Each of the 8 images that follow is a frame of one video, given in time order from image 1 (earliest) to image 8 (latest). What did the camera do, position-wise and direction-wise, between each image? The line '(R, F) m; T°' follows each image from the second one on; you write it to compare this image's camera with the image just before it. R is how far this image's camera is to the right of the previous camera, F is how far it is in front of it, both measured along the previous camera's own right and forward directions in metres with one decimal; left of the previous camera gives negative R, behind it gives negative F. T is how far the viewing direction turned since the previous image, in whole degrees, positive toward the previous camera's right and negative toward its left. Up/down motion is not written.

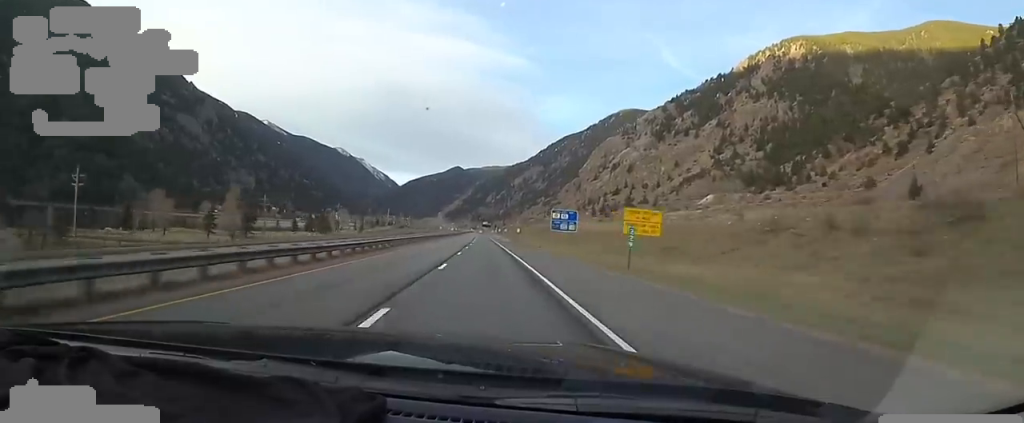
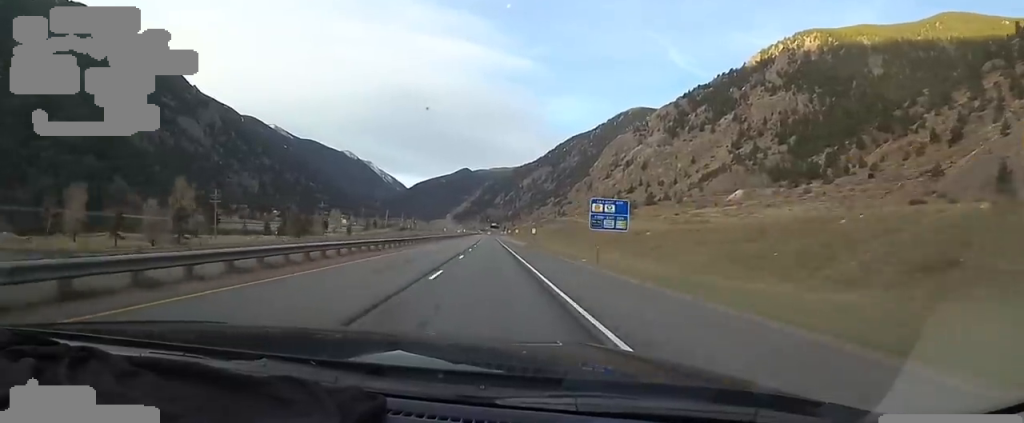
(-0.6, +27.2) m; -2°
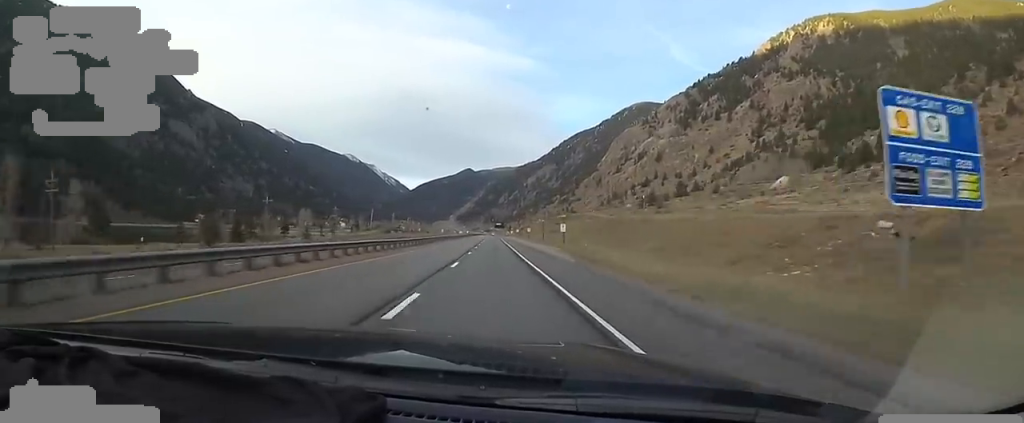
(-0.2, +42.6) m; +1°
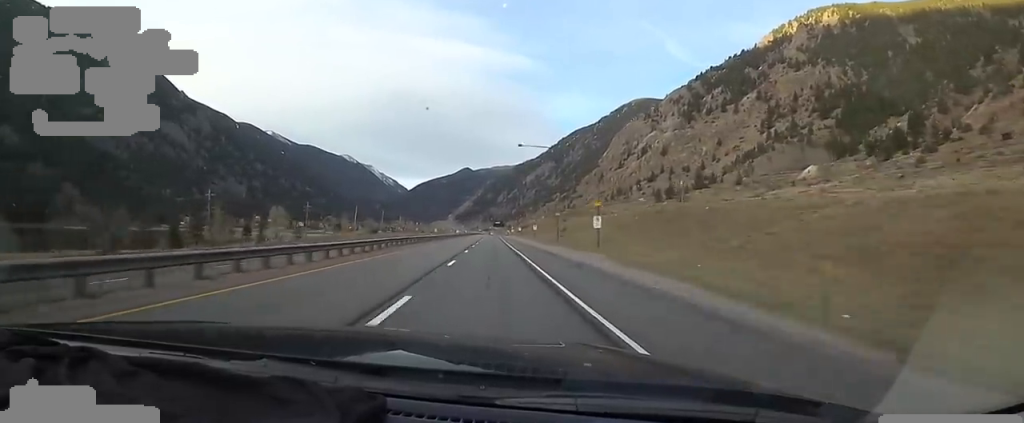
(0.0, +24.9) m; -1°
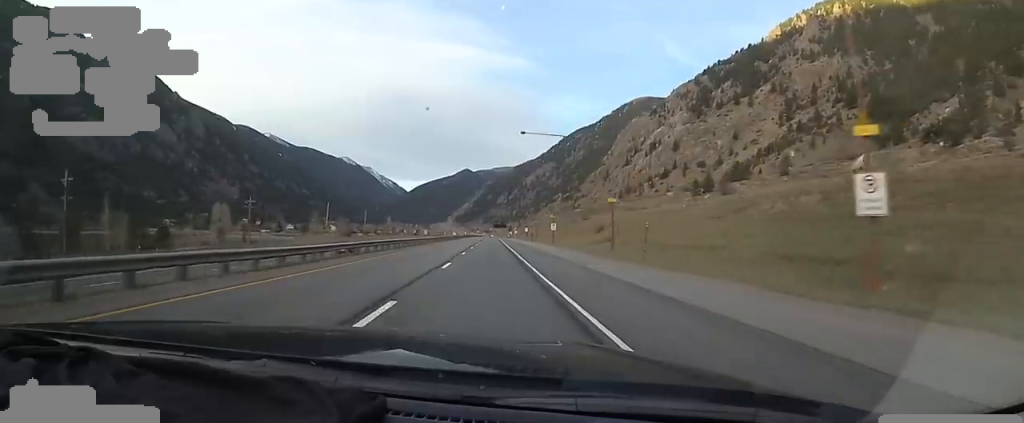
(-1.1, +36.3) m; -1°
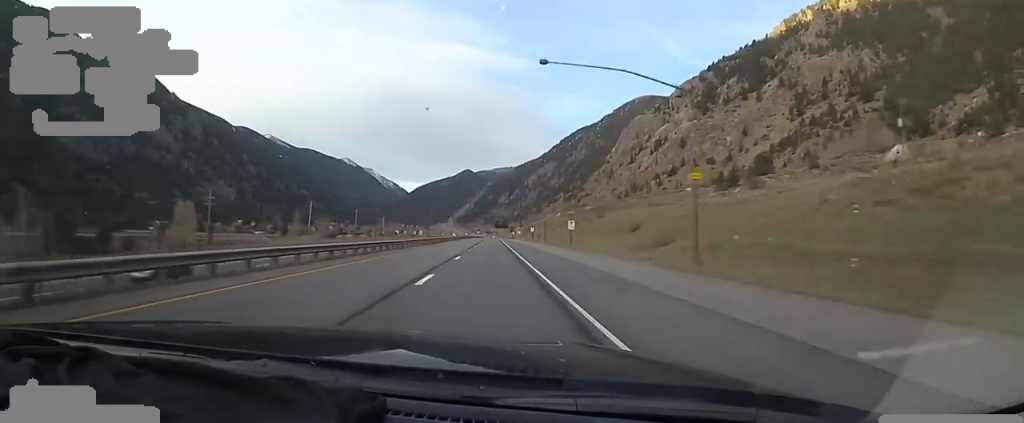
(+0.2, +17.7) m; +1°
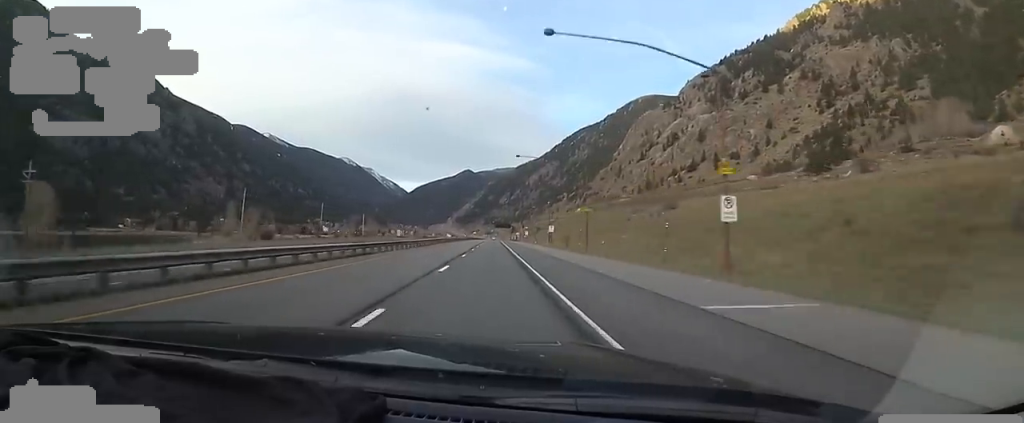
(+1.1, +43.8) m; +1°
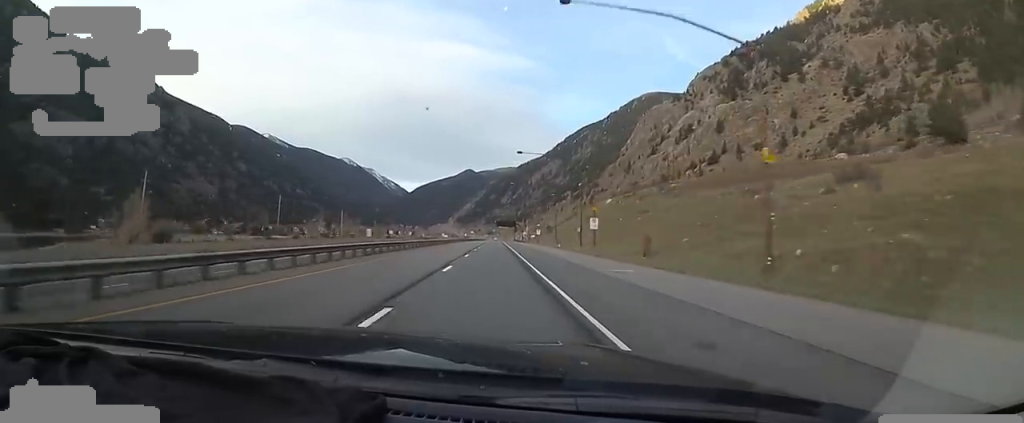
(-0.1, +36.8) m; -2°
